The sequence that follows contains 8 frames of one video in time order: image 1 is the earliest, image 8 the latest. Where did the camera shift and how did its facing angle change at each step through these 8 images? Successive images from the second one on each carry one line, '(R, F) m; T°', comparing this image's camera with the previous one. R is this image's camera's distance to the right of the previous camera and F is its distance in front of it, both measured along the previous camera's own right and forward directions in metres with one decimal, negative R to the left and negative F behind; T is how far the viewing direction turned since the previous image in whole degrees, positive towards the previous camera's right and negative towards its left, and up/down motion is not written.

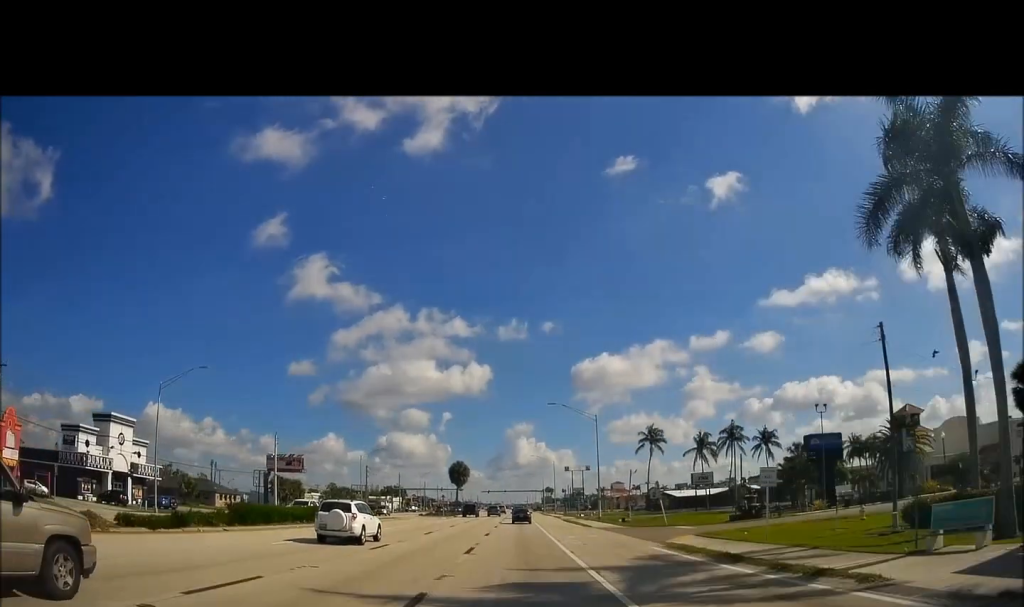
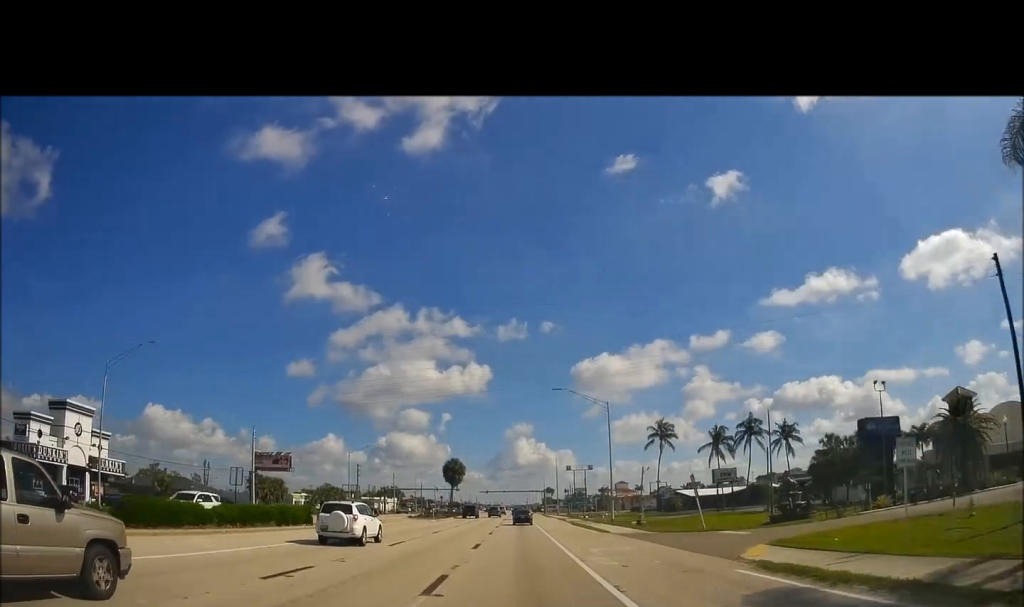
(0.0, +9.2) m; 0°
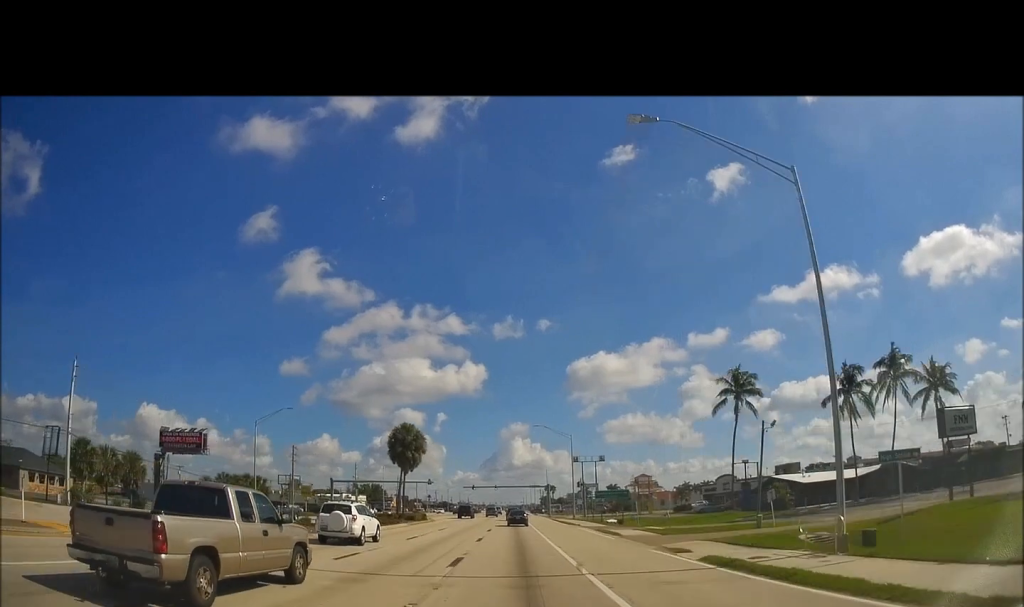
(0.0, +43.9) m; 0°
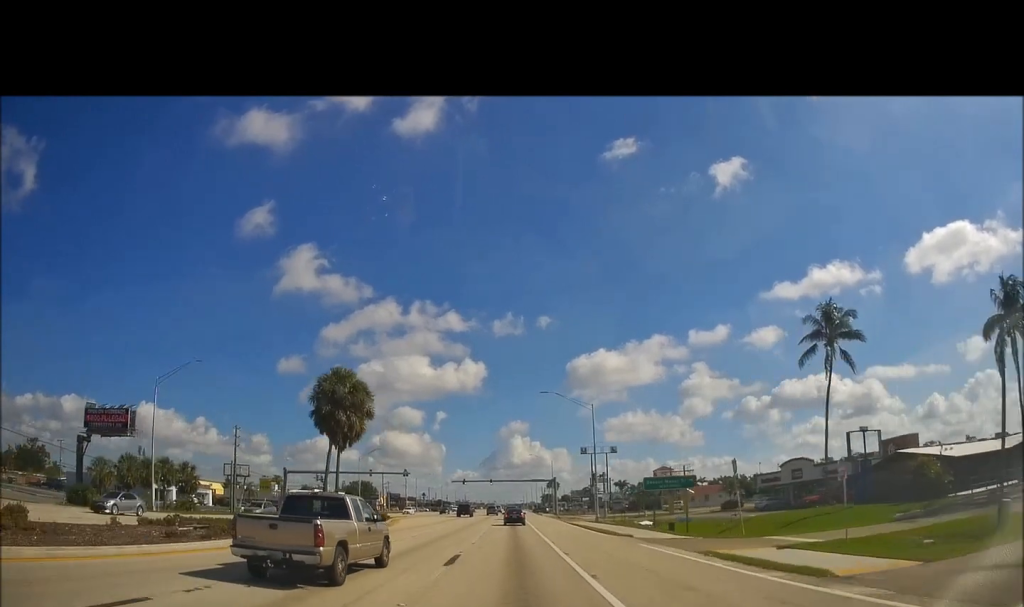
(+0.2, +24.4) m; +1°
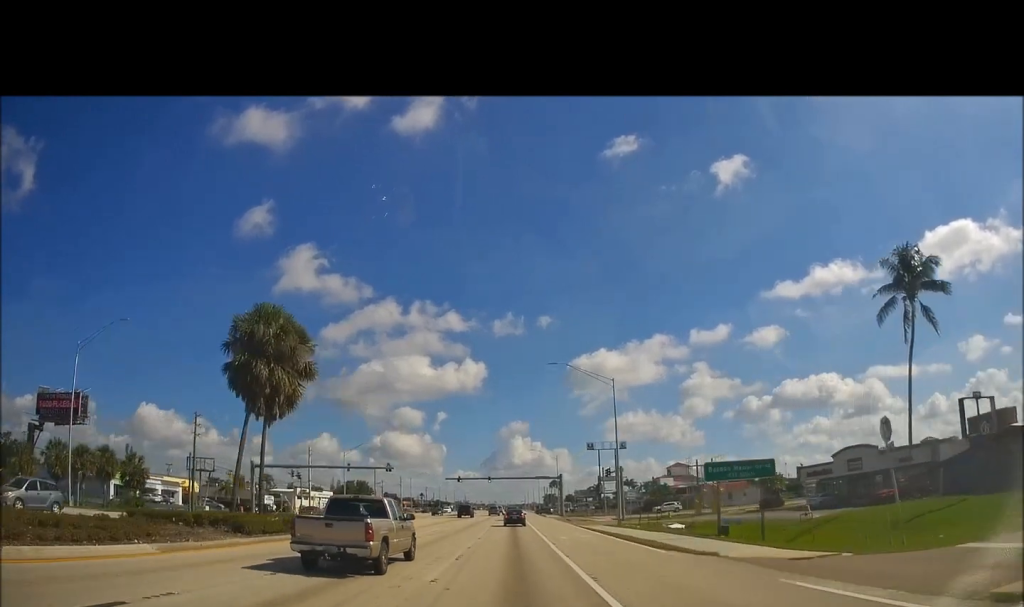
(+0.3, +12.8) m; 0°
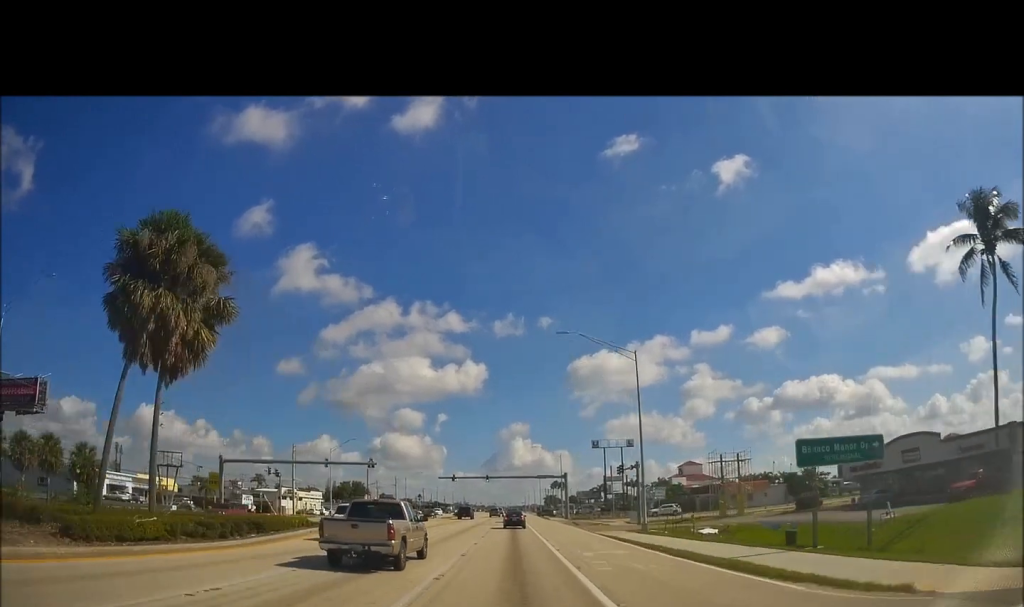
(-0.1, +9.4) m; 0°
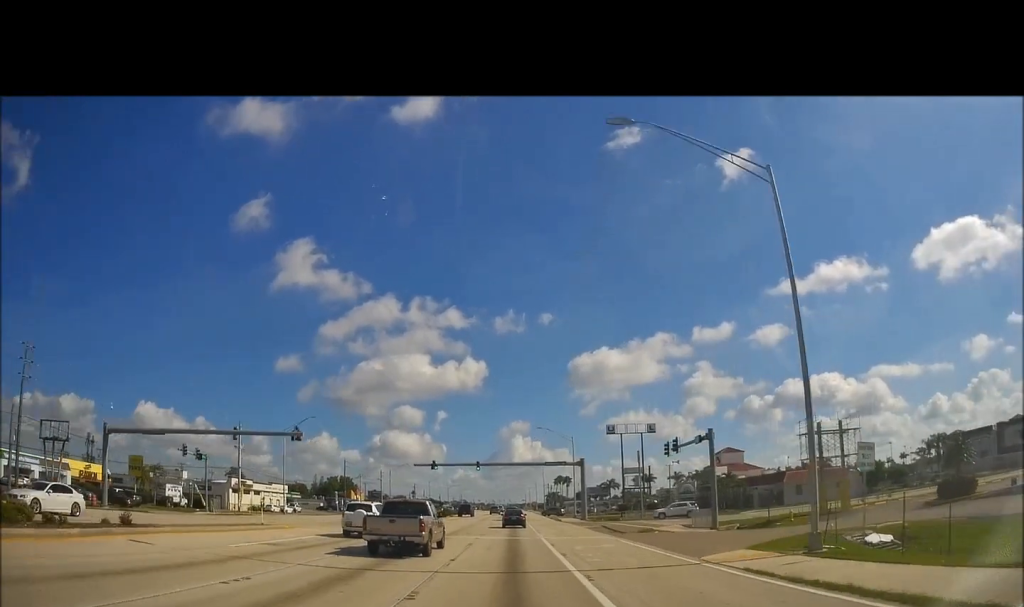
(0.0, +23.4) m; 0°
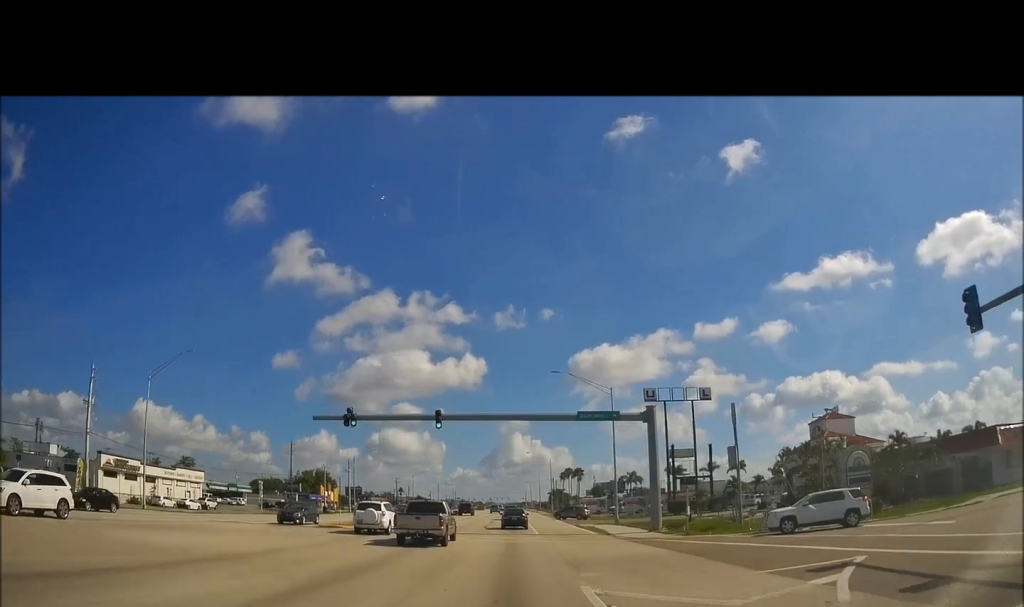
(-0.4, +36.5) m; -1°
